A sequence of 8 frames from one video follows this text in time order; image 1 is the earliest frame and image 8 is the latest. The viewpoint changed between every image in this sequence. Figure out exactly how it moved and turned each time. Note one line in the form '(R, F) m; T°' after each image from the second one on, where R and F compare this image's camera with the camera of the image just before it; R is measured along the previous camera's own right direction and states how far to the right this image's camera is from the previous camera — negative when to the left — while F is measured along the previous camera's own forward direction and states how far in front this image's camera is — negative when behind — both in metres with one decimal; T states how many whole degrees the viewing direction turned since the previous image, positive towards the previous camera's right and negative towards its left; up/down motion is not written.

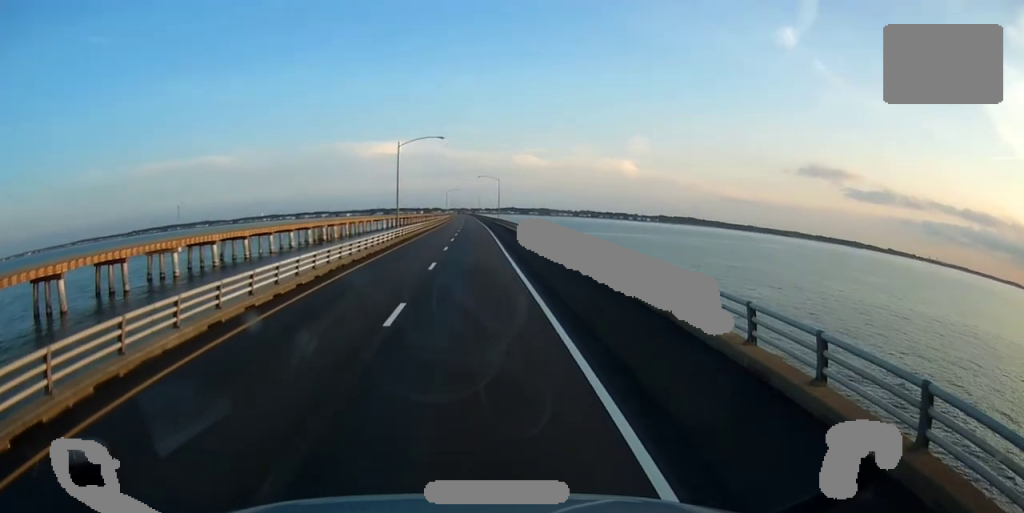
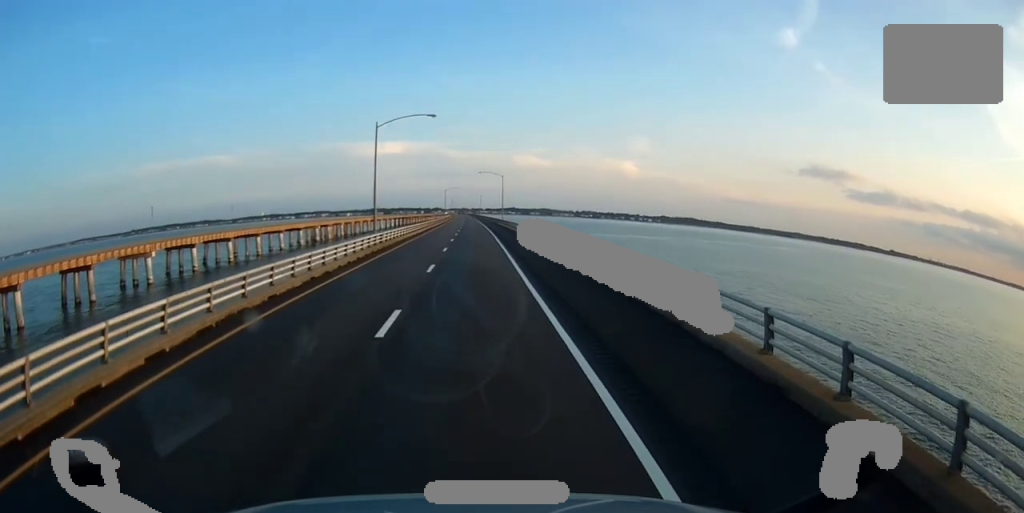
(-0.2, +13.1) m; -1°
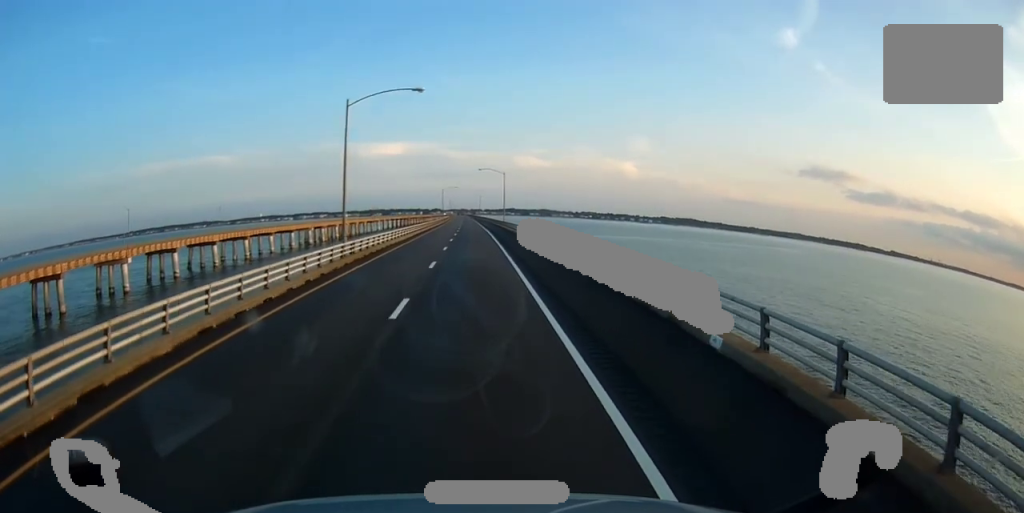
(-0.1, +10.0) m; 0°
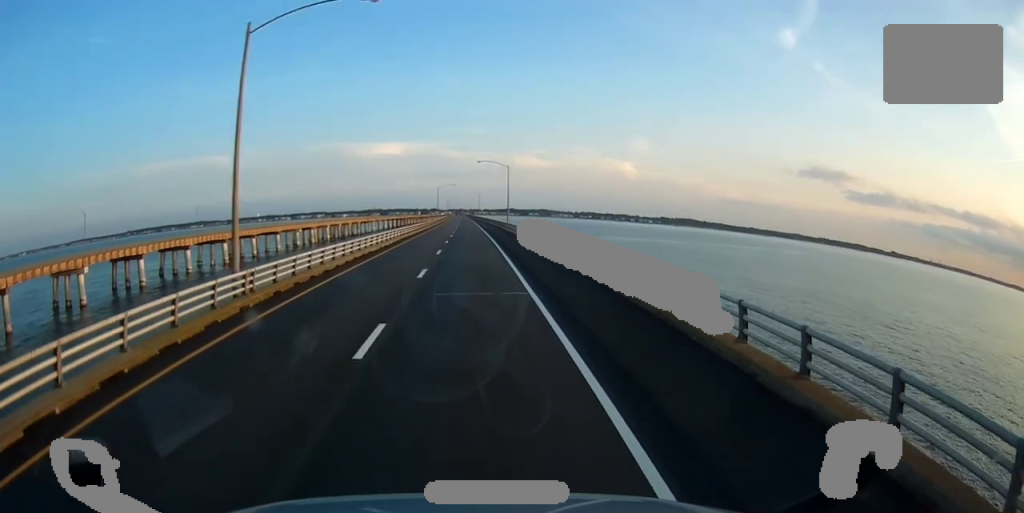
(0.0, +16.2) m; +1°
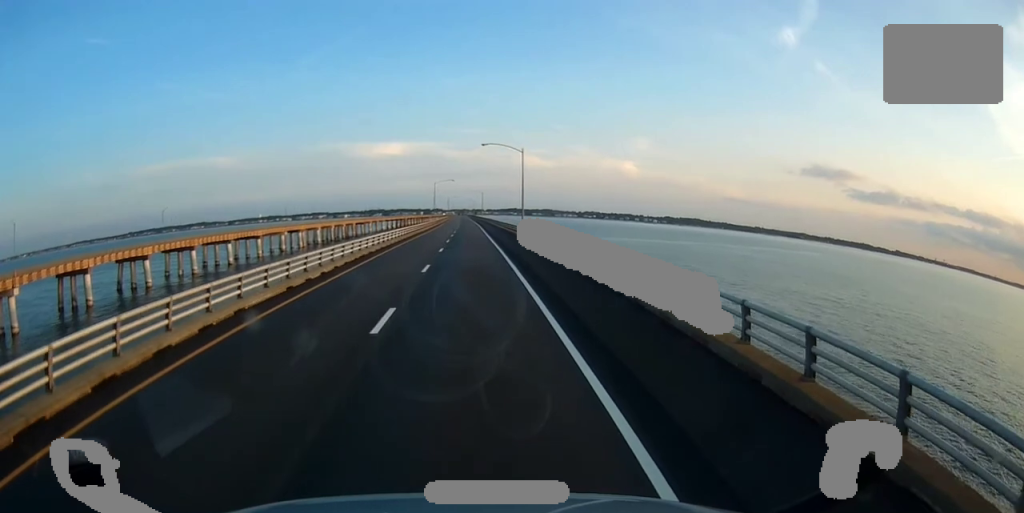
(+0.2, +22.2) m; 0°
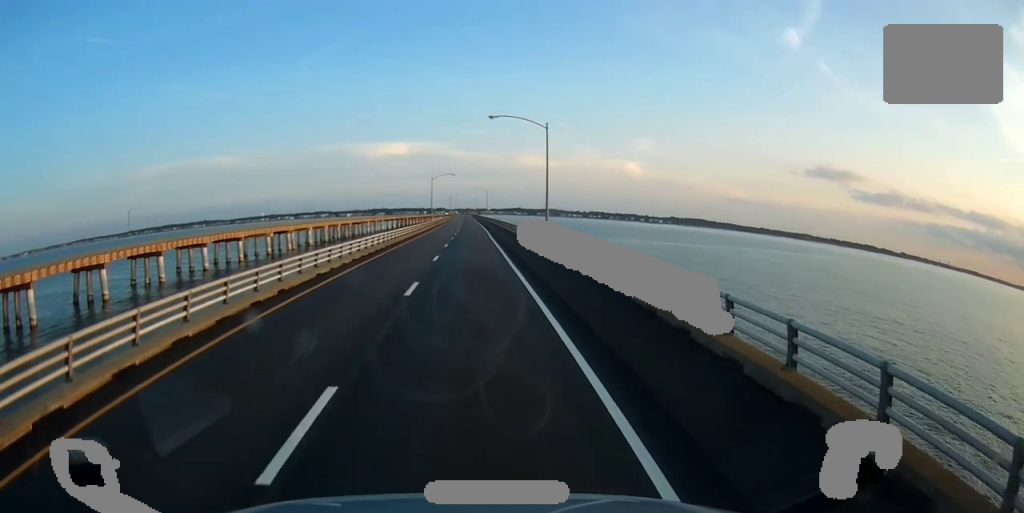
(0.0, +19.2) m; 0°
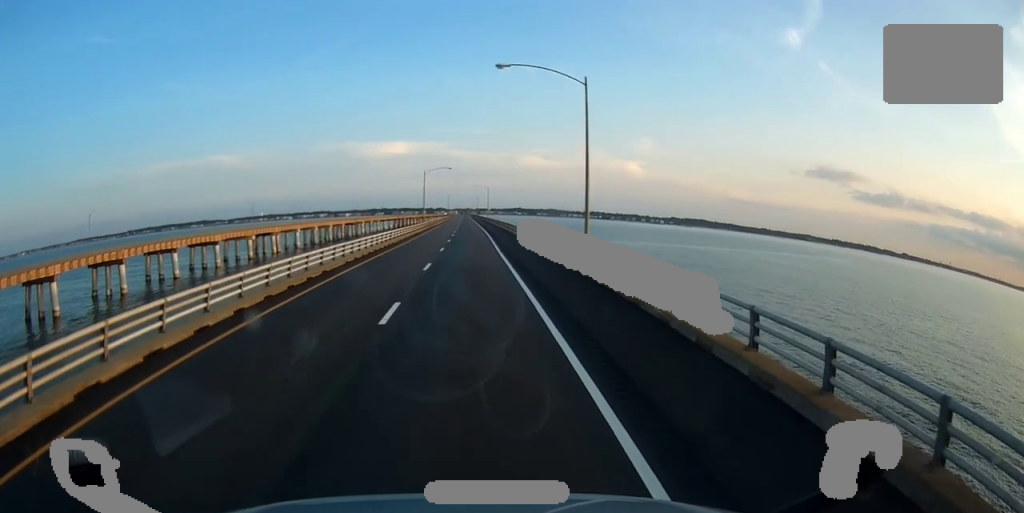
(-0.6, +16.2) m; 0°
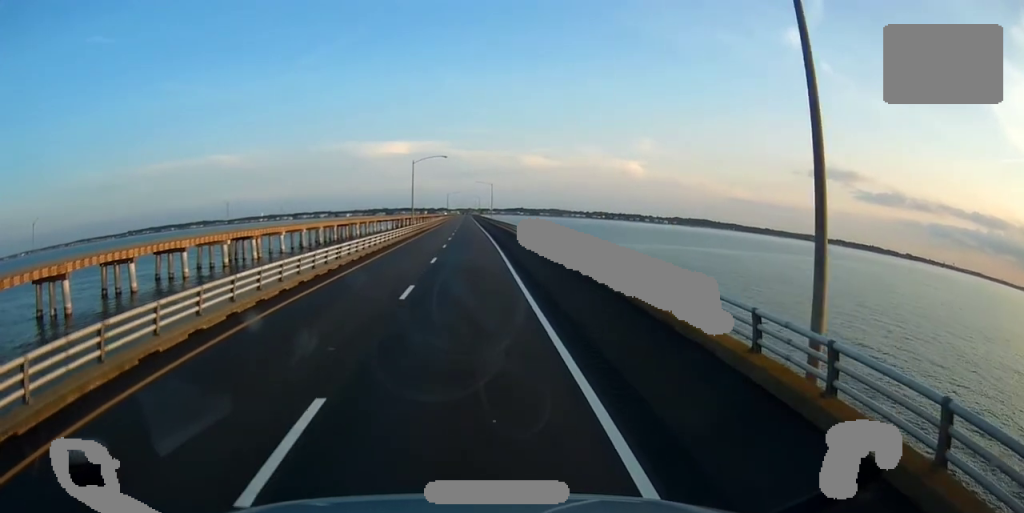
(+0.6, +20.4) m; 0°
